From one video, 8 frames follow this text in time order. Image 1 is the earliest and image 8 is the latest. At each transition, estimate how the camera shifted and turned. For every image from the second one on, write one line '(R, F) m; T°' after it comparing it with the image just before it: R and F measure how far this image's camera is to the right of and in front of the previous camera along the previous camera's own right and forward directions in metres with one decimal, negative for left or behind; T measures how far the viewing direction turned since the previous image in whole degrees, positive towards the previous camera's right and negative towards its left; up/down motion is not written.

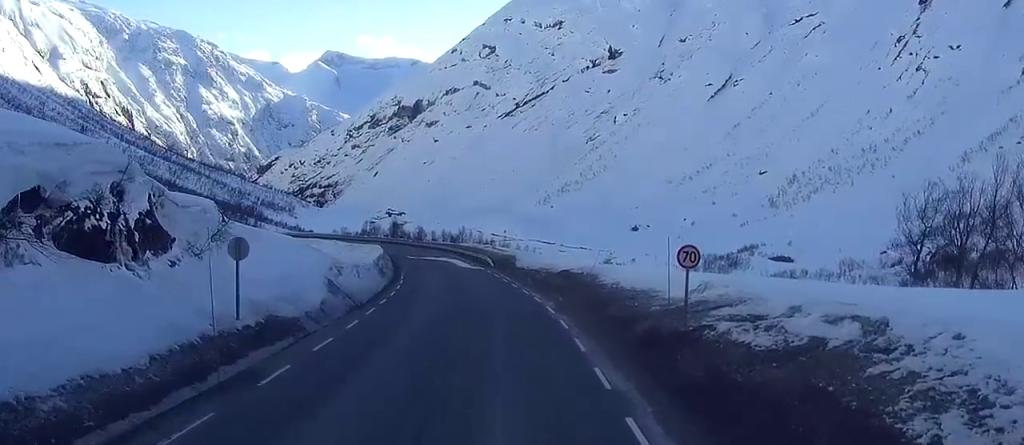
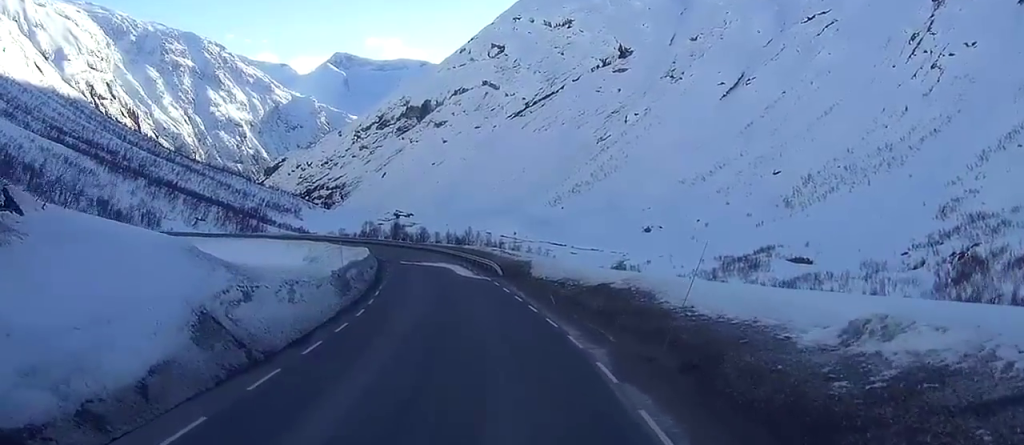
(0.0, +17.5) m; -1°
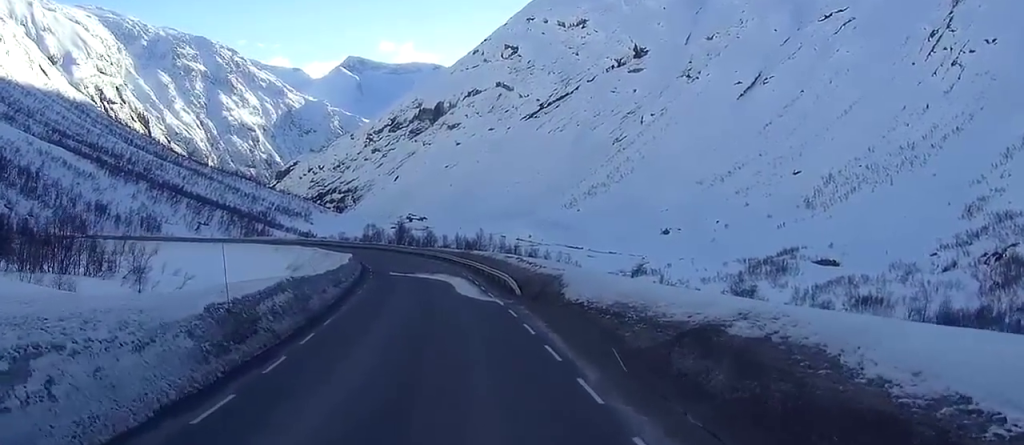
(-0.4, +19.9) m; -2°
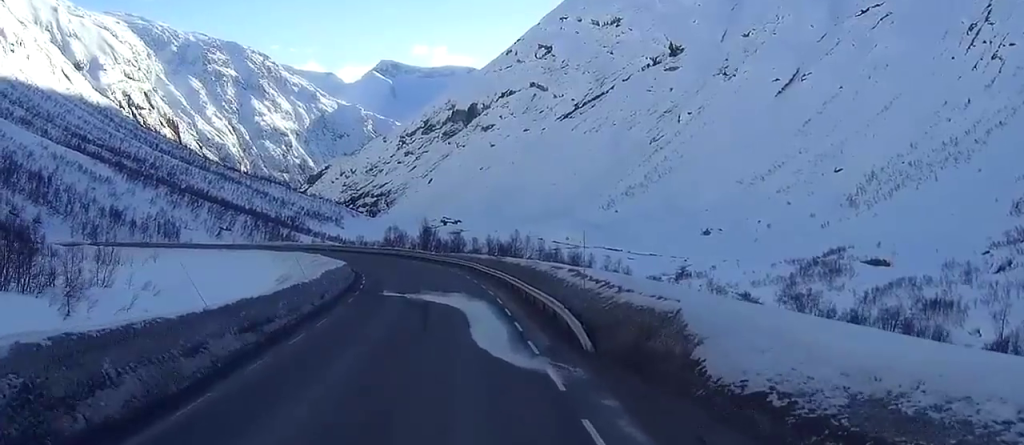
(-0.8, +23.0) m; -4°
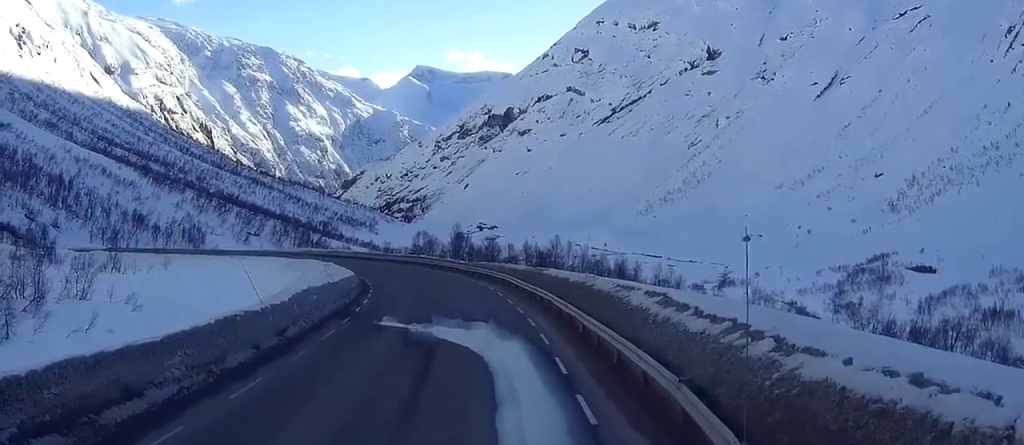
(-0.3, +14.5) m; -2°
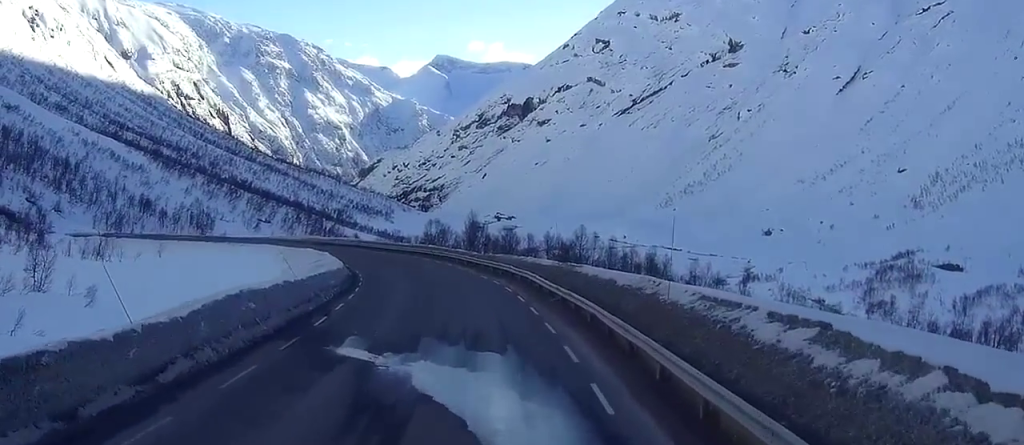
(-0.2, +12.8) m; -2°
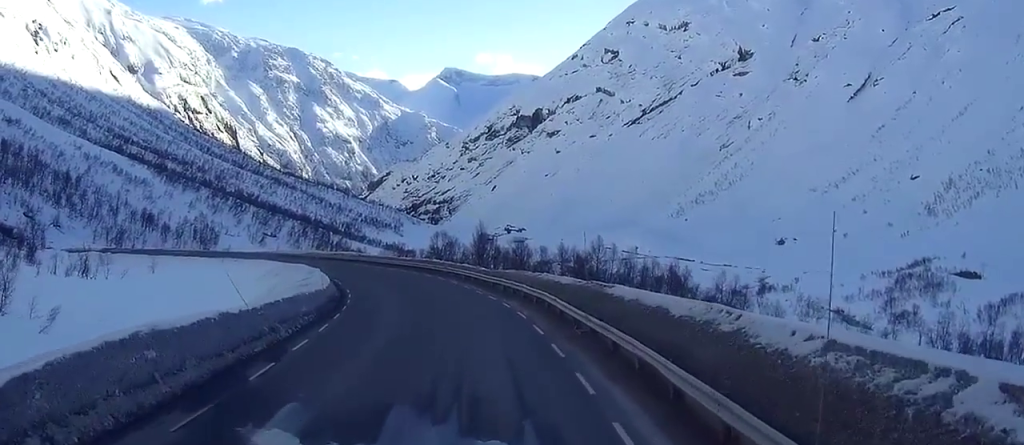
(-0.2, +9.0) m; -1°
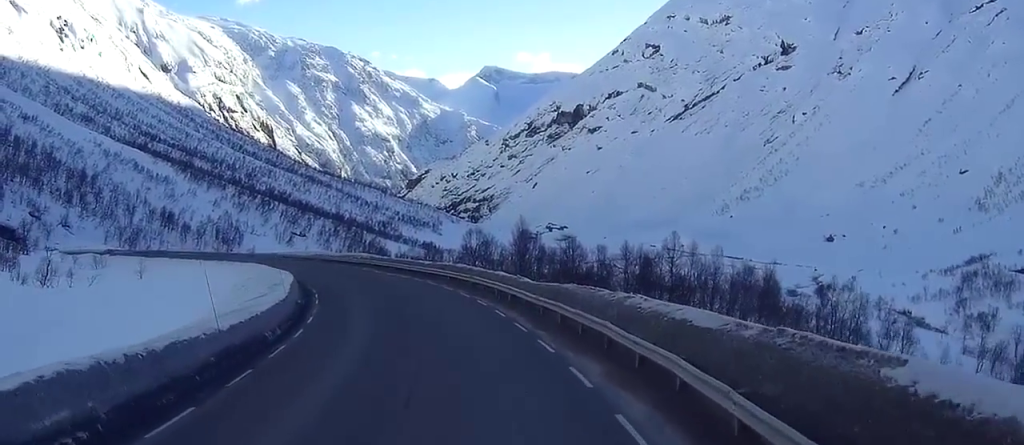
(-0.4, +24.3) m; -2°
